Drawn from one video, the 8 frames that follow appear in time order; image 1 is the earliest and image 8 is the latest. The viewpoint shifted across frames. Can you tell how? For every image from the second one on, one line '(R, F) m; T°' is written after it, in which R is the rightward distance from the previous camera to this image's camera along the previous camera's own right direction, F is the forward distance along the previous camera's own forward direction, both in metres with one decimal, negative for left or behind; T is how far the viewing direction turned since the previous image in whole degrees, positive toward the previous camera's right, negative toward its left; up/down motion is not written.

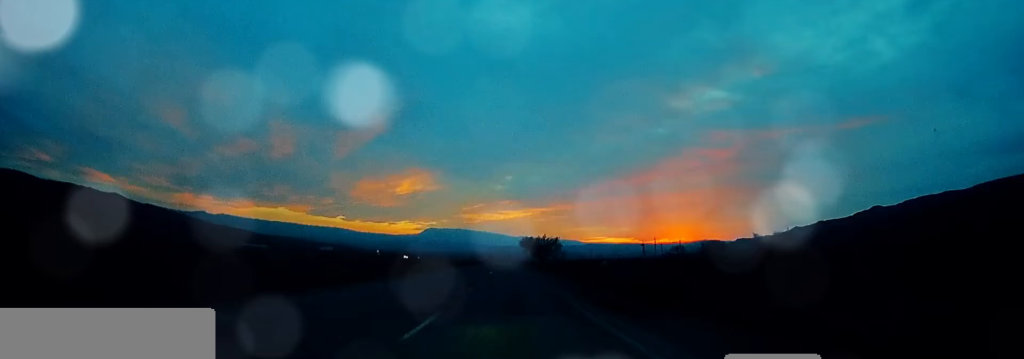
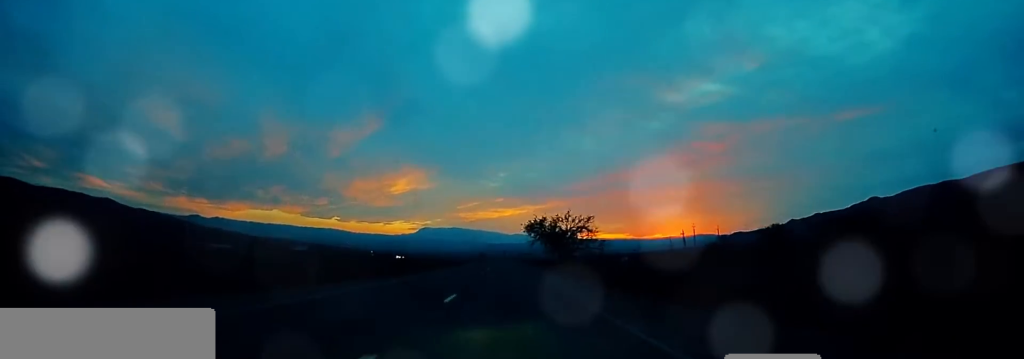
(+0.2, +53.8) m; +3°
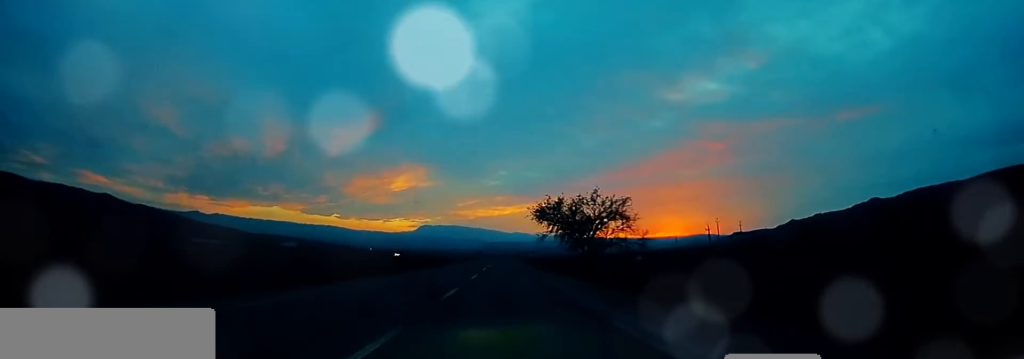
(0.0, +20.7) m; 0°
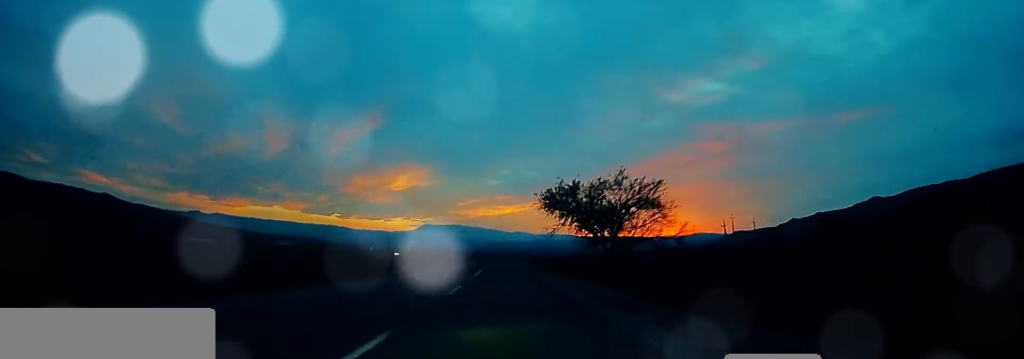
(0.0, +10.3) m; 0°
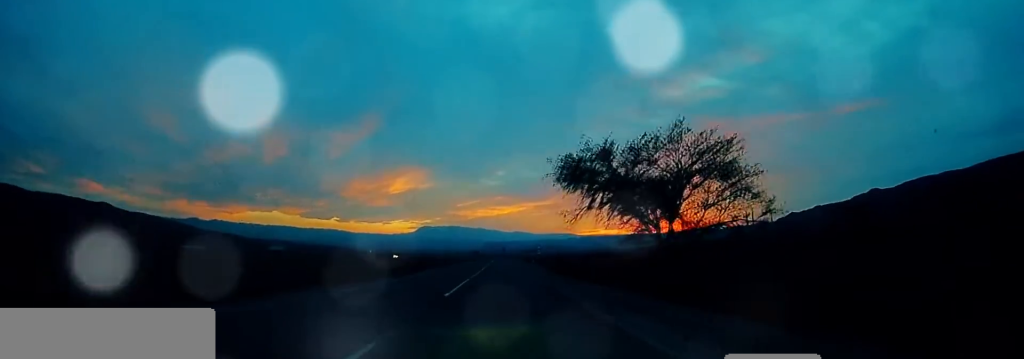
(0.0, +13.1) m; 0°
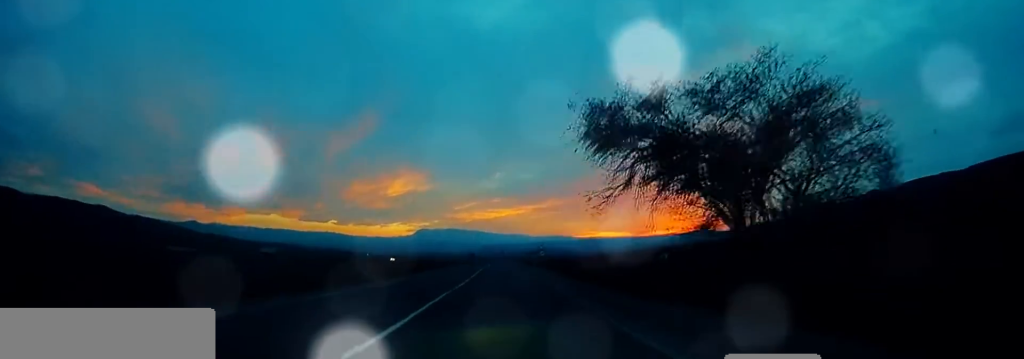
(0.0, +9.0) m; 0°
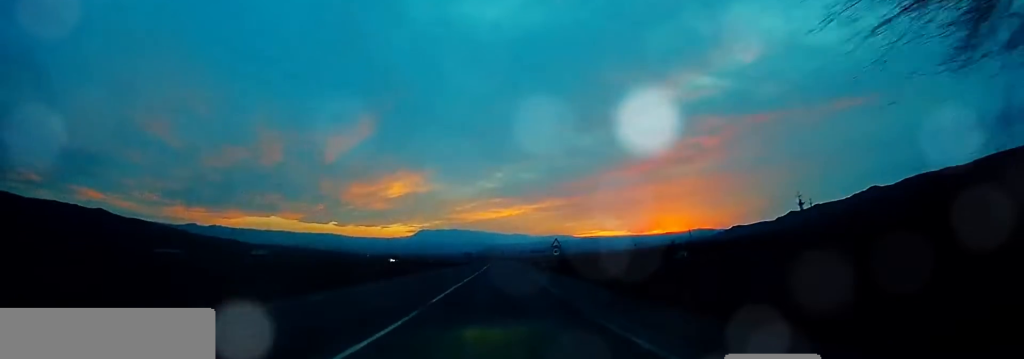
(0.0, +15.4) m; 0°
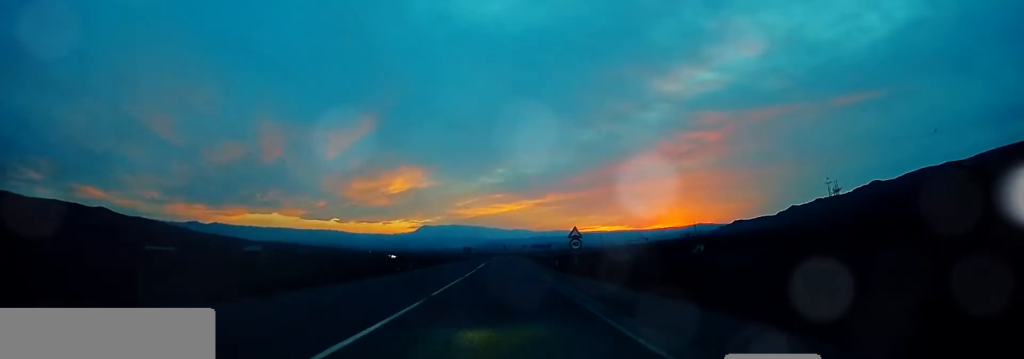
(0.0, +11.1) m; -1°
